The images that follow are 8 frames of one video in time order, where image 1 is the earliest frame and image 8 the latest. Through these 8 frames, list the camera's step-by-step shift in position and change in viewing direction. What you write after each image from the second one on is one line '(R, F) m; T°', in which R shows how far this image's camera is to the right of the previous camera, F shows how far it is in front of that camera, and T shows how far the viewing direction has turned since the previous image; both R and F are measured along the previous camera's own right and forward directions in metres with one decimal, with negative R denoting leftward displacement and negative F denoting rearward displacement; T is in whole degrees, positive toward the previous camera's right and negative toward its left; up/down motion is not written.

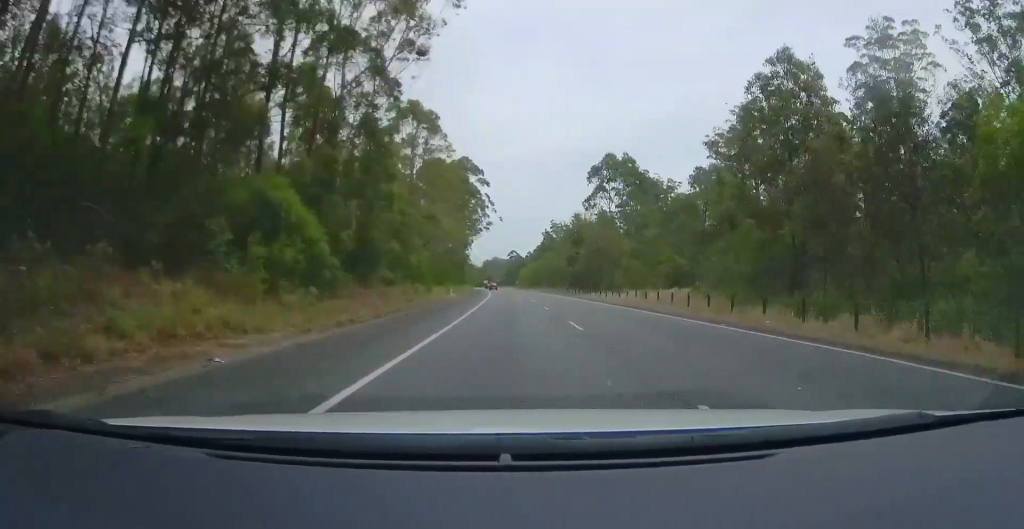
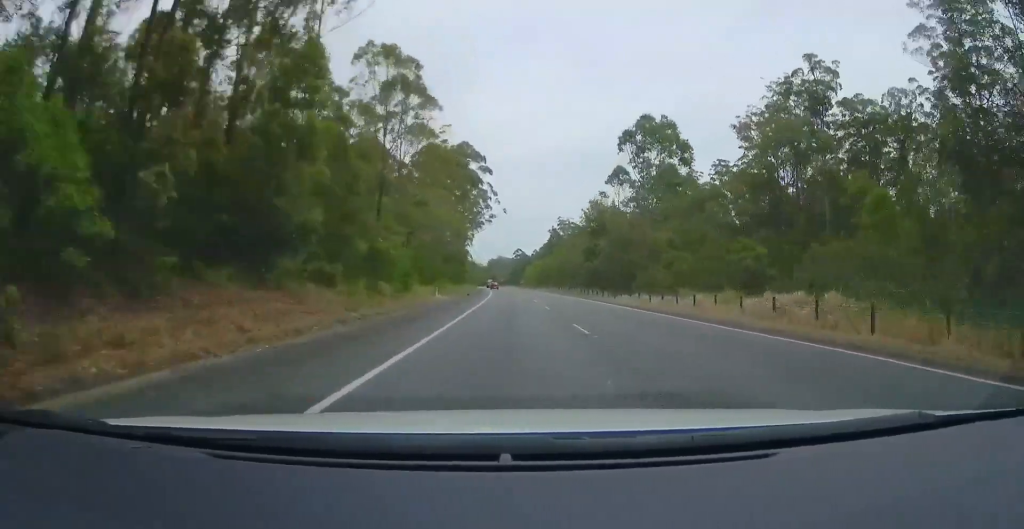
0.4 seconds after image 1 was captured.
(0.0, +13.2) m; 0°
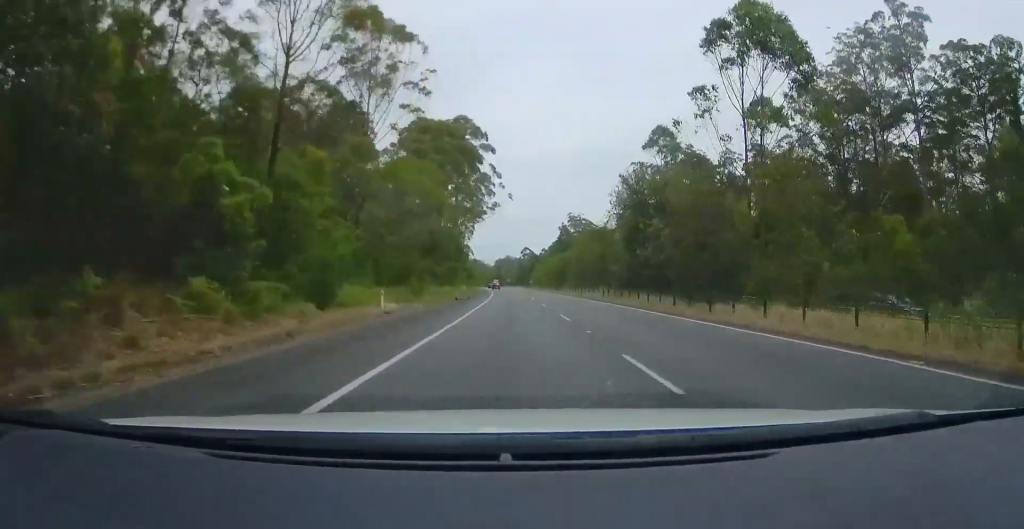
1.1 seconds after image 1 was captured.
(+0.2, +19.3) m; -1°
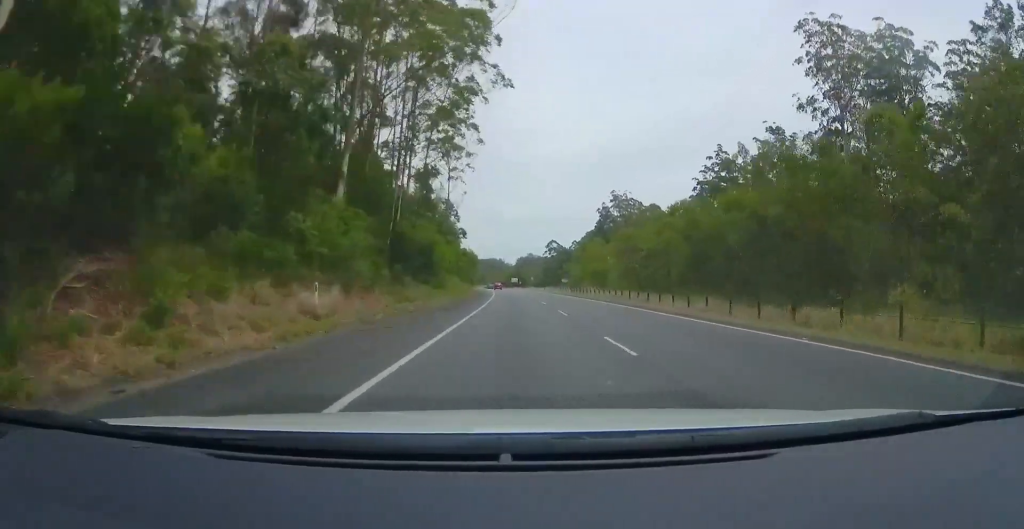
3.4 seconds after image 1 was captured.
(-0.8, +68.8) m; -1°
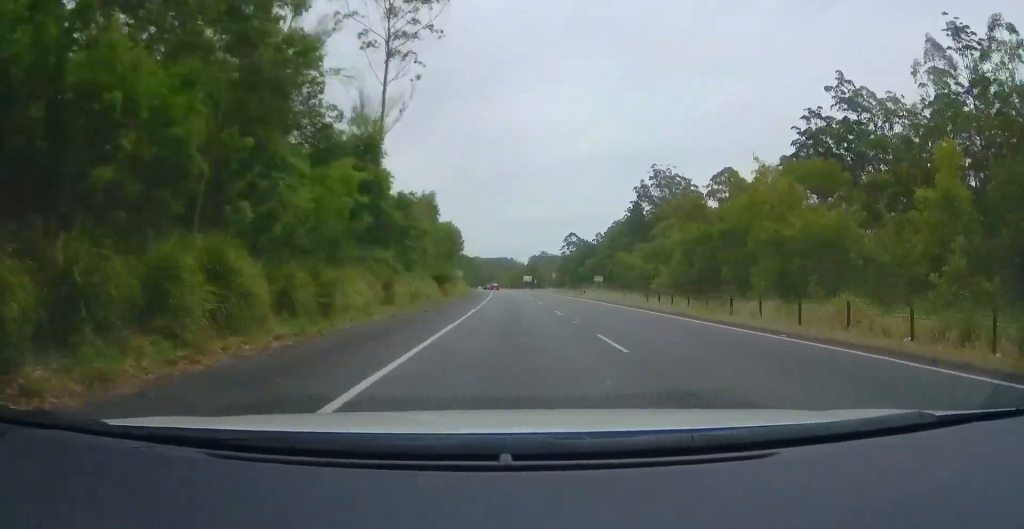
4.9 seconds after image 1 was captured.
(-1.1, +47.0) m; -2°
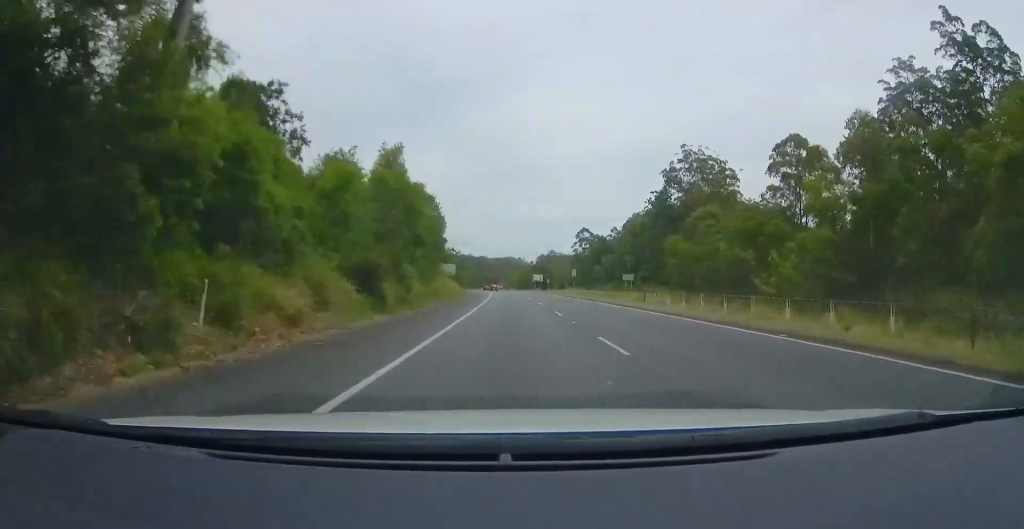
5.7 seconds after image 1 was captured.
(-0.2, +24.1) m; 0°
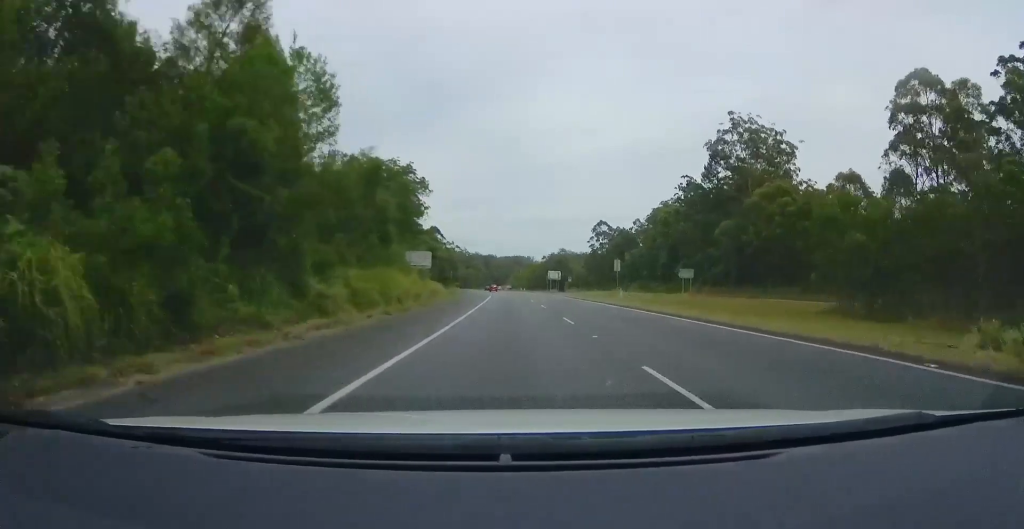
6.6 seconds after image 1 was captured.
(+0.2, +27.7) m; 0°
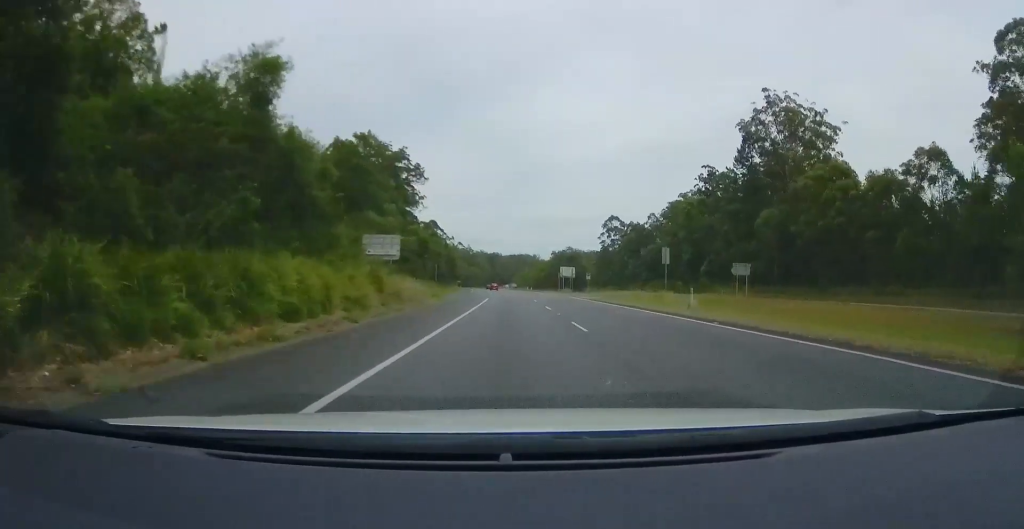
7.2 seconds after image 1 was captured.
(+0.4, +15.6) m; -1°
